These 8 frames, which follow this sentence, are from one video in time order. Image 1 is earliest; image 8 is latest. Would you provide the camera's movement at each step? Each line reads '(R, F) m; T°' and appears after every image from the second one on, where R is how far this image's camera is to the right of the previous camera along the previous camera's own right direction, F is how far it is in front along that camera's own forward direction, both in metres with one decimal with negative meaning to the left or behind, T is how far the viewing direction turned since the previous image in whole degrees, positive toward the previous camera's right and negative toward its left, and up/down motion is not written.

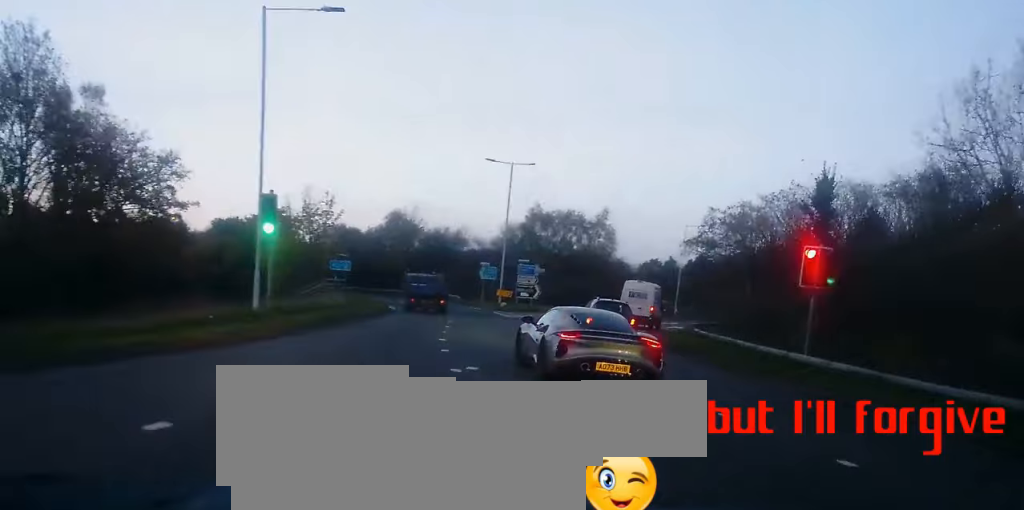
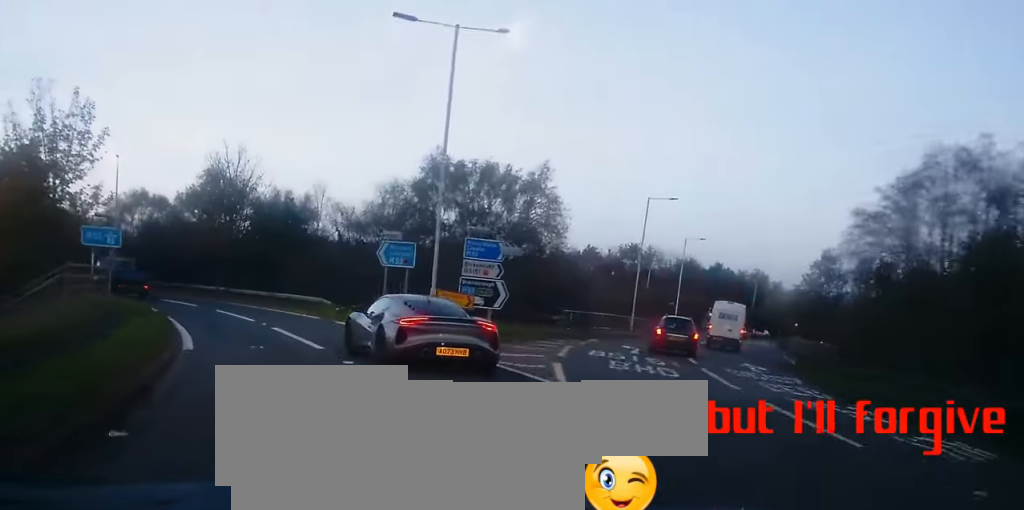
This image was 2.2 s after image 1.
(+5.4, +29.2) m; +14°
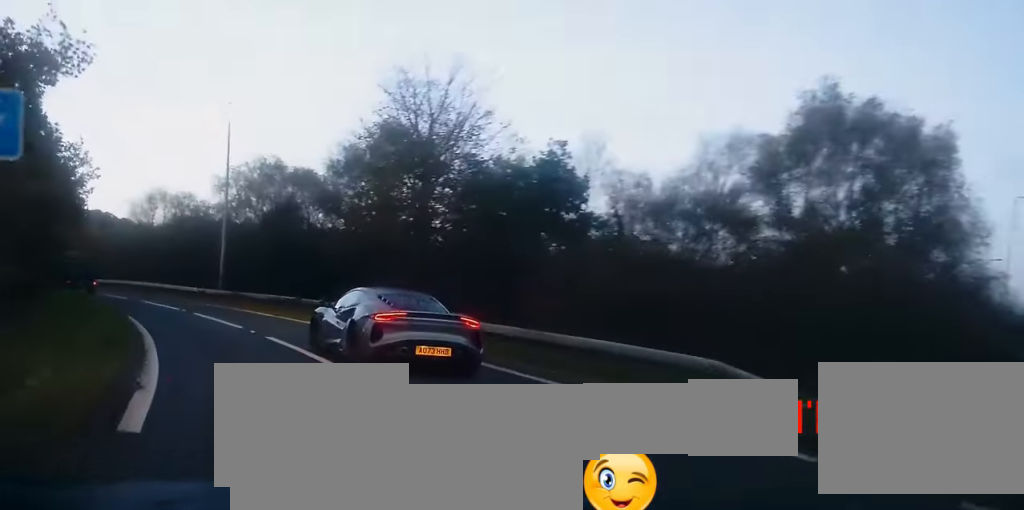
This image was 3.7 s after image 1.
(-1.4, +20.3) m; -11°
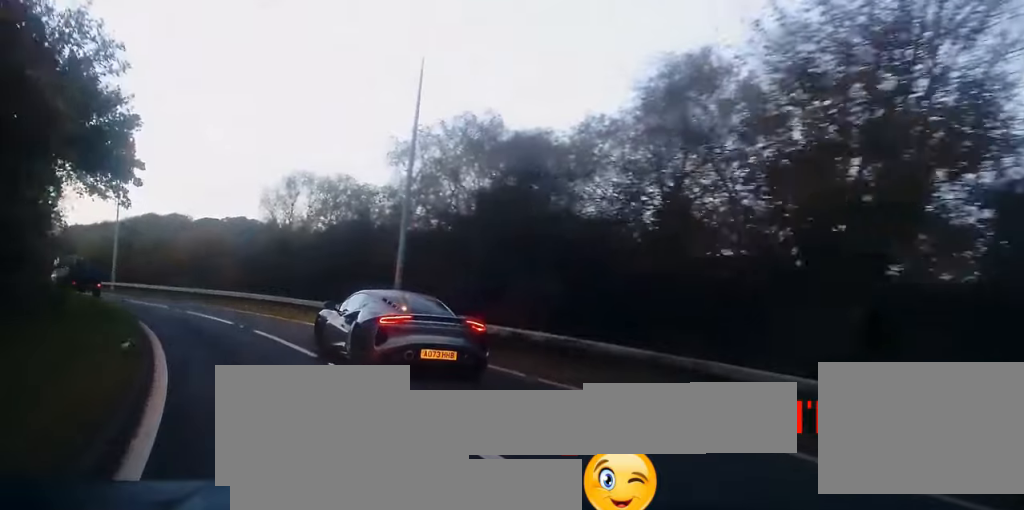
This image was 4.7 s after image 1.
(-1.2, +13.6) m; -9°
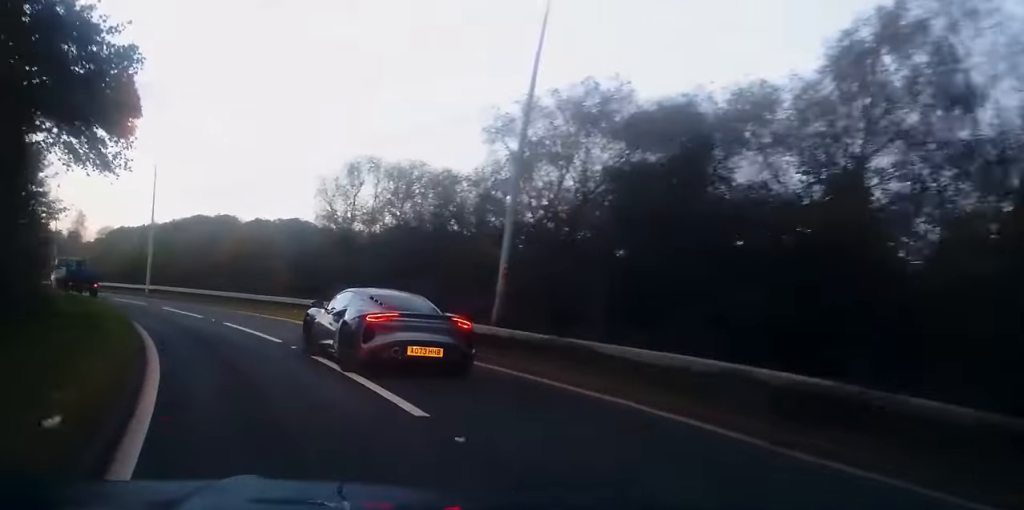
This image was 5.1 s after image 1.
(-0.1, +5.3) m; -4°
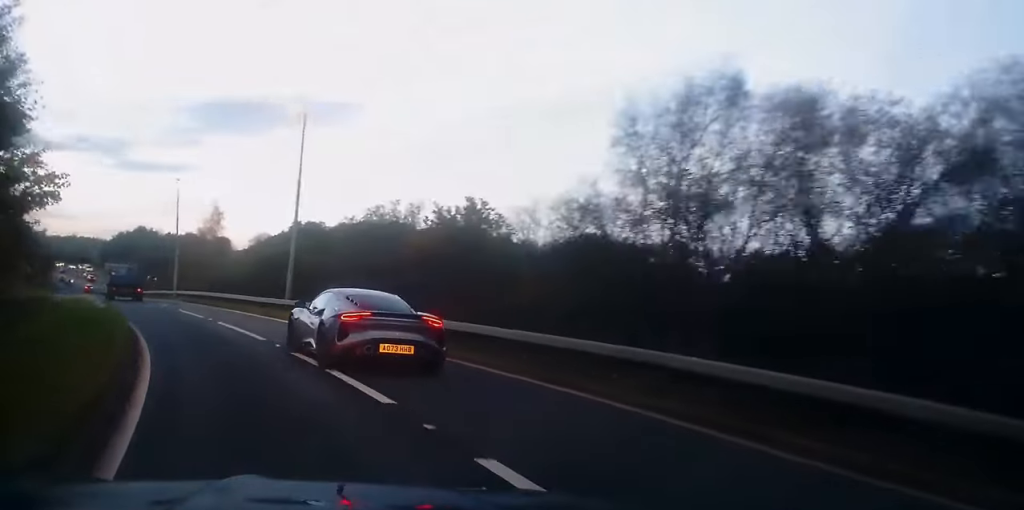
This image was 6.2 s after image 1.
(-1.1, +14.0) m; -11°
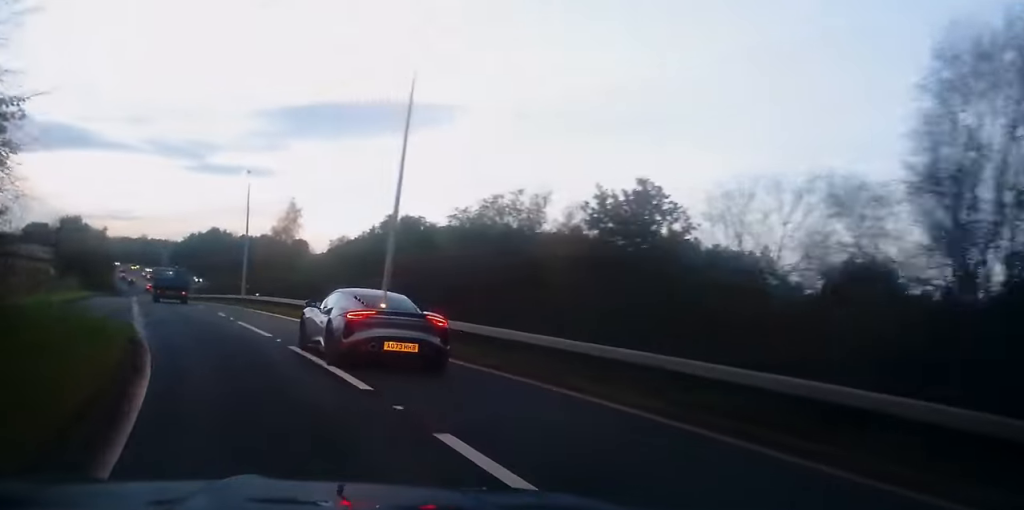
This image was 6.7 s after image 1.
(-0.5, +6.4) m; -6°
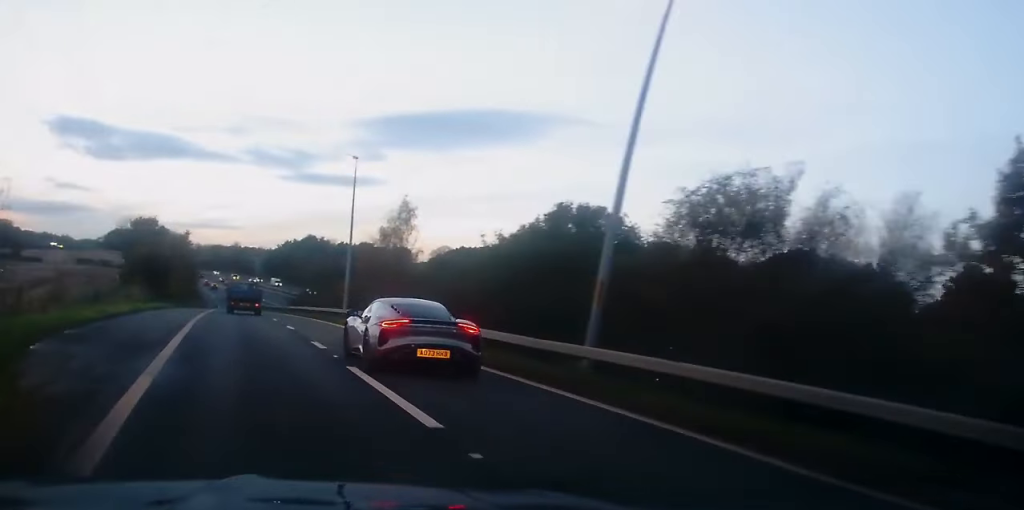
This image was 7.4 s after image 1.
(-0.7, +9.7) m; -7°
